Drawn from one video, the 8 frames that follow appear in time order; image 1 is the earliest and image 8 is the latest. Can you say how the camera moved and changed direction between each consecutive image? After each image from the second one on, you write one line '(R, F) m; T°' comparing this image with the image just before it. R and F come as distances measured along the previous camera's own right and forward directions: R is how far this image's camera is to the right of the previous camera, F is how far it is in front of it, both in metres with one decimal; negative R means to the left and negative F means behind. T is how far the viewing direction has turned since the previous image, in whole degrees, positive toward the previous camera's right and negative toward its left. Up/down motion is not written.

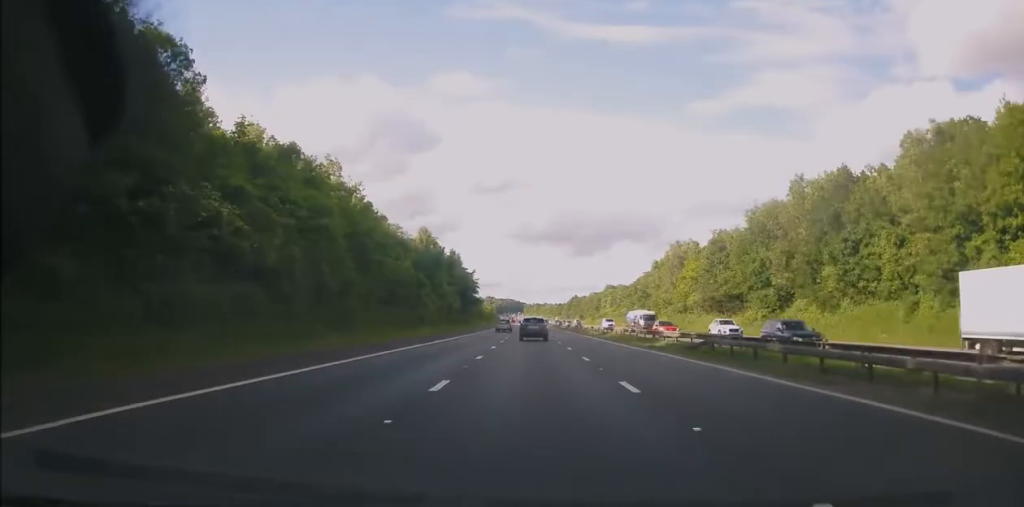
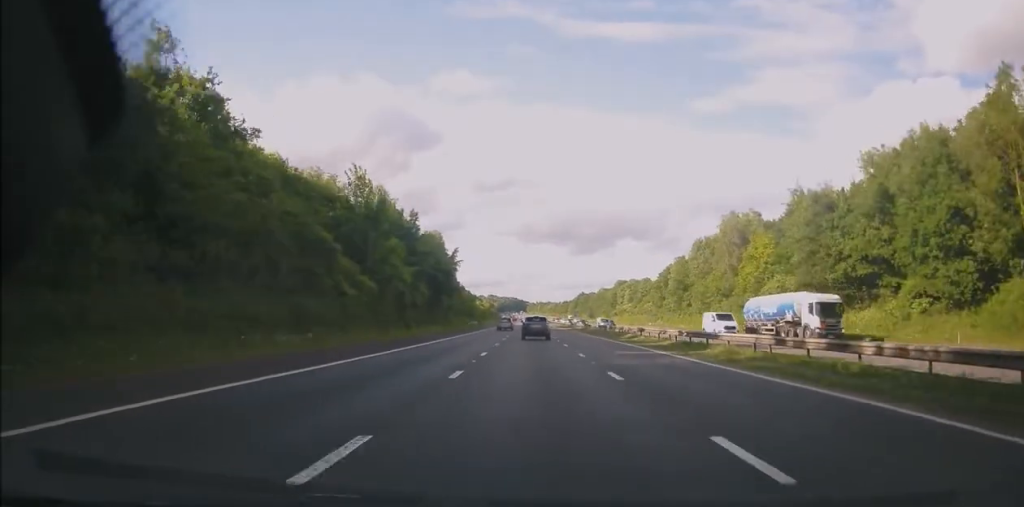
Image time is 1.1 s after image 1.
(0.0, +33.1) m; 0°
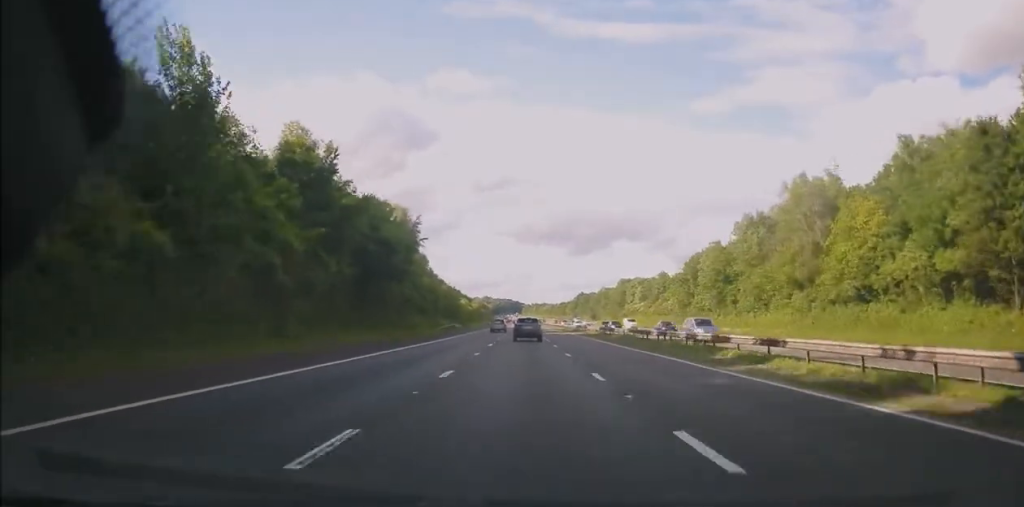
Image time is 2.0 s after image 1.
(0.0, +26.3) m; 0°
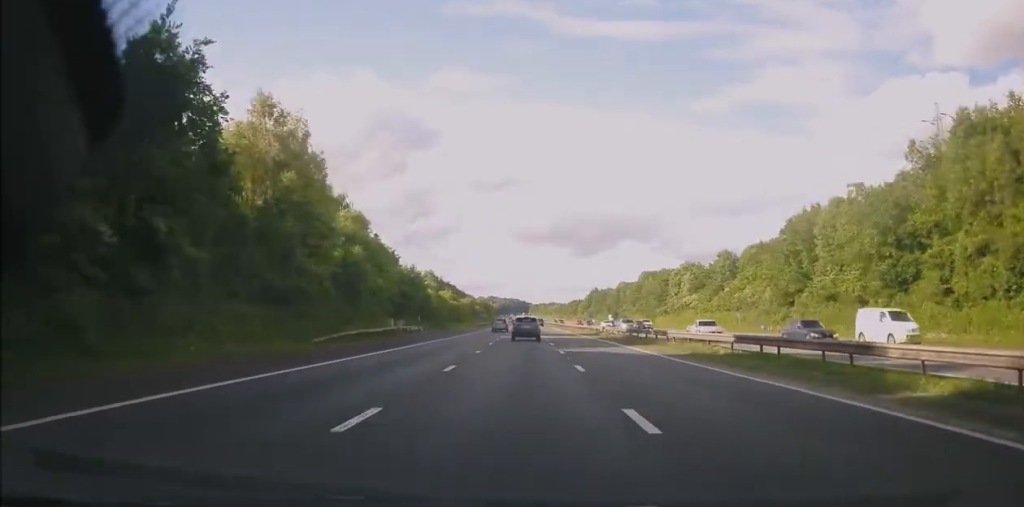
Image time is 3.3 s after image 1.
(0.0, +41.6) m; -1°
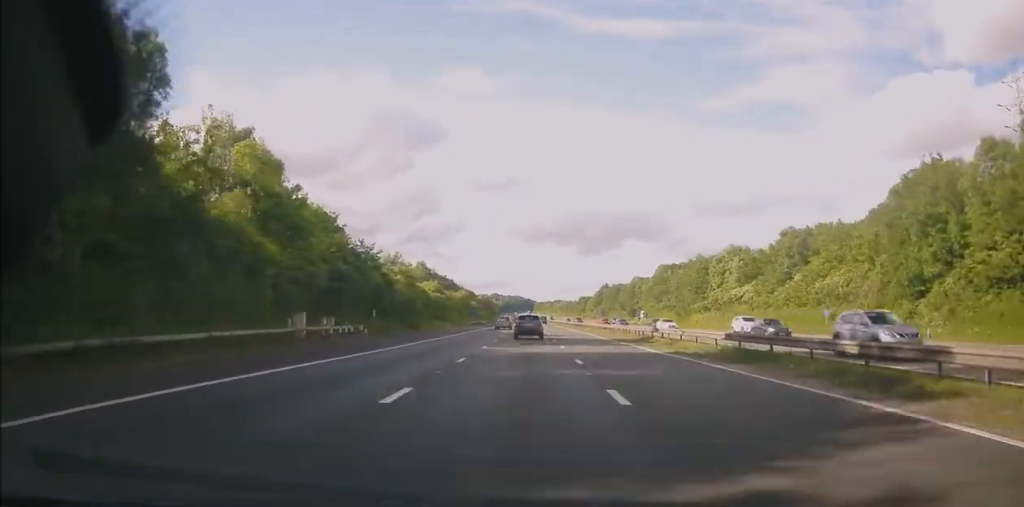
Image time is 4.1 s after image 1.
(-0.2, +24.5) m; -1°
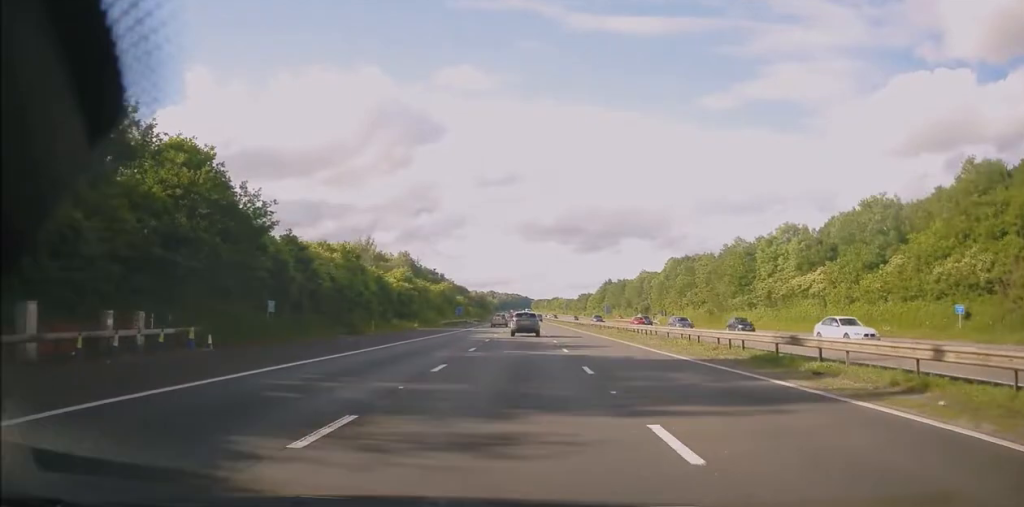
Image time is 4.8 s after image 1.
(-0.1, +21.4) m; 0°
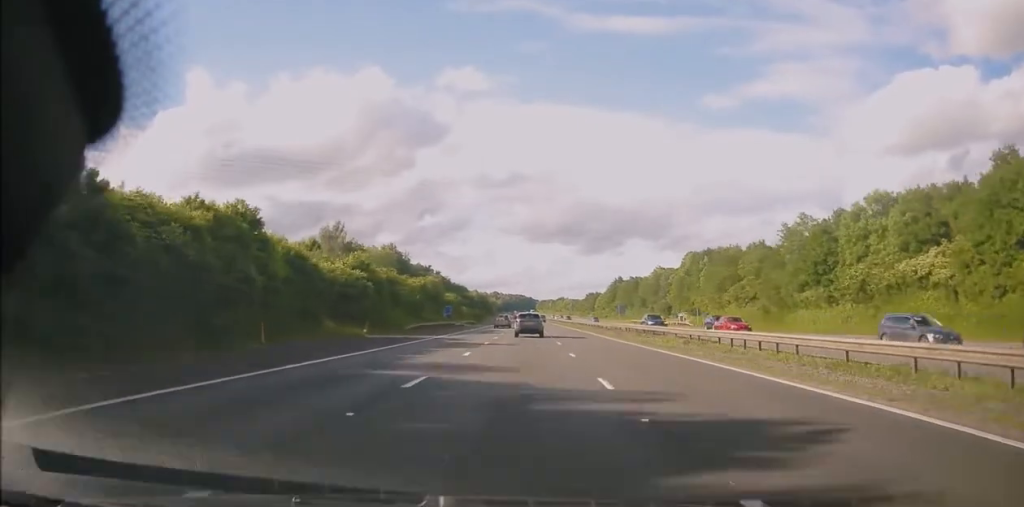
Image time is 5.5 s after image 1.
(0.0, +20.4) m; 0°
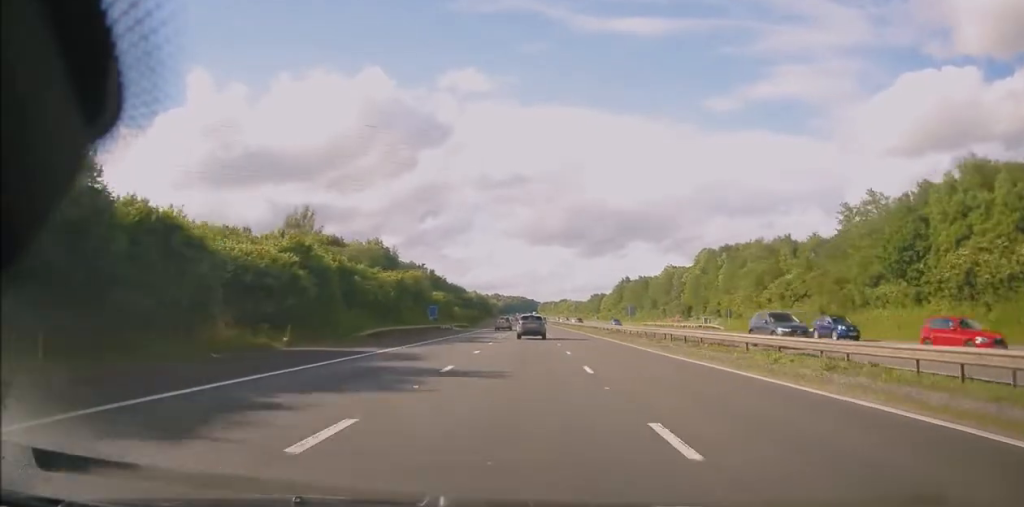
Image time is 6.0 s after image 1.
(0.0, +14.3) m; 0°
